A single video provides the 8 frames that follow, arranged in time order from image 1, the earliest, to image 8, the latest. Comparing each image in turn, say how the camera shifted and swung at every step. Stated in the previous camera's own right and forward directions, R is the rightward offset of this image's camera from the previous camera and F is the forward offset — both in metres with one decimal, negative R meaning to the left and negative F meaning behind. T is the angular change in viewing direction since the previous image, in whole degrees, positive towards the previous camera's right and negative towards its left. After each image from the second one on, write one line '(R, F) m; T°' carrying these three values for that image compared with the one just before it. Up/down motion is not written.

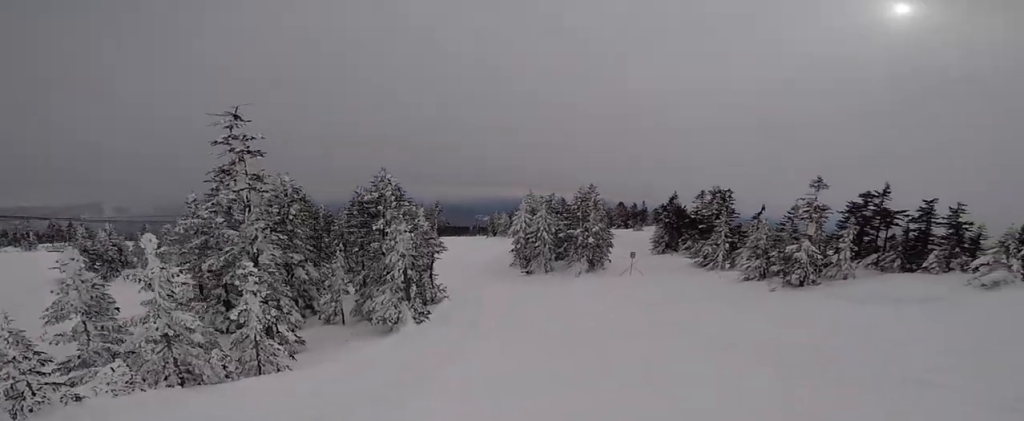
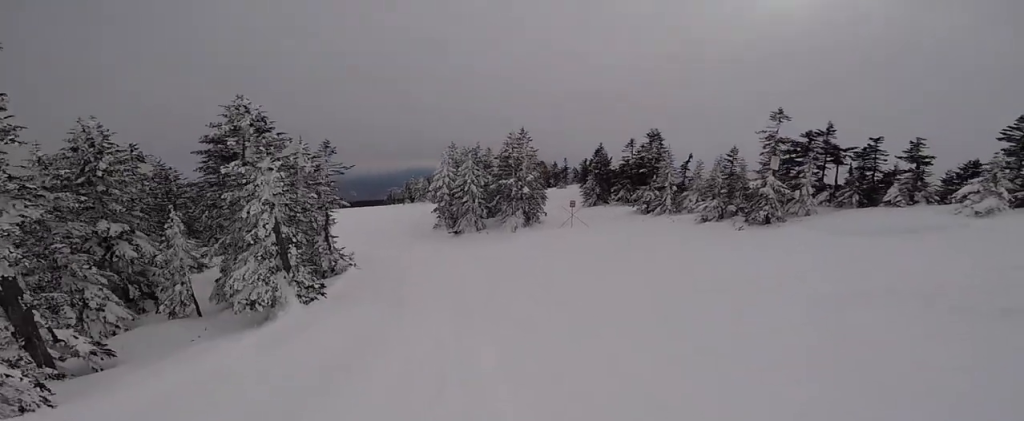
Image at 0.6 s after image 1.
(+0.2, +5.1) m; -3°
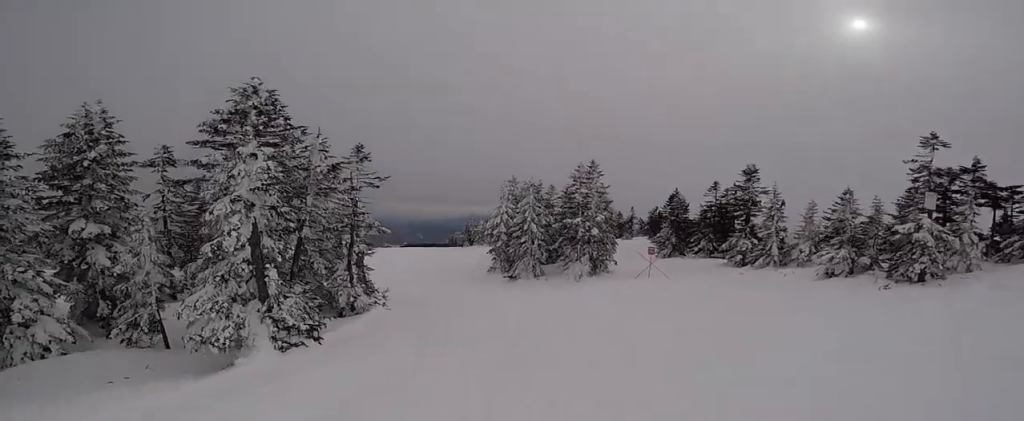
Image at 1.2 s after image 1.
(+0.4, +4.2) m; -3°
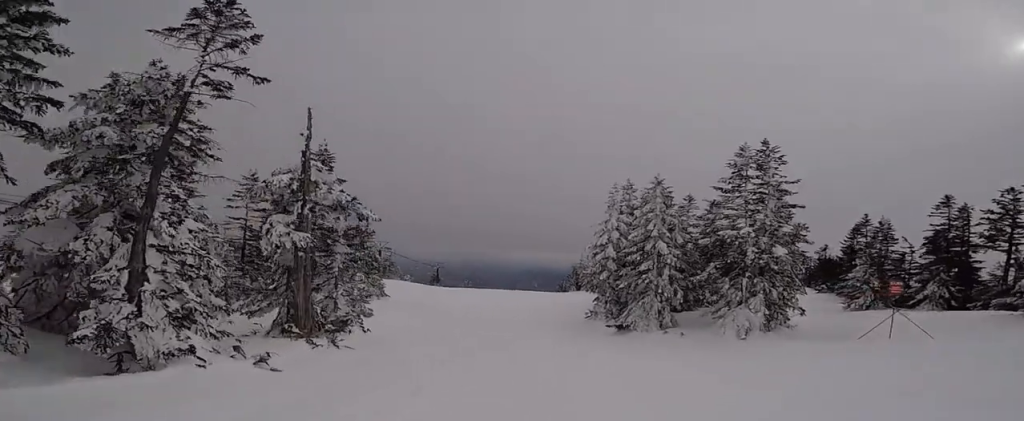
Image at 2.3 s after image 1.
(-1.4, +9.6) m; -11°
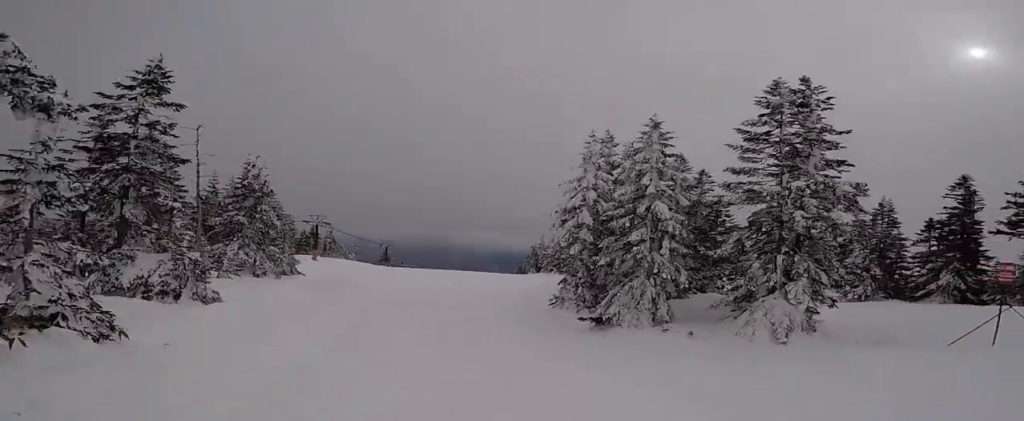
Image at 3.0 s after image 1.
(+0.1, +5.6) m; -7°
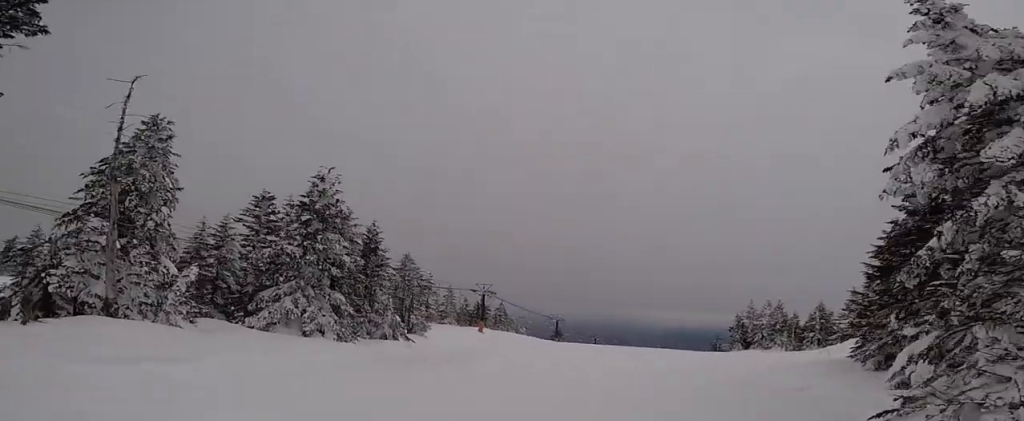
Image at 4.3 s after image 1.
(-1.7, +10.1) m; -10°
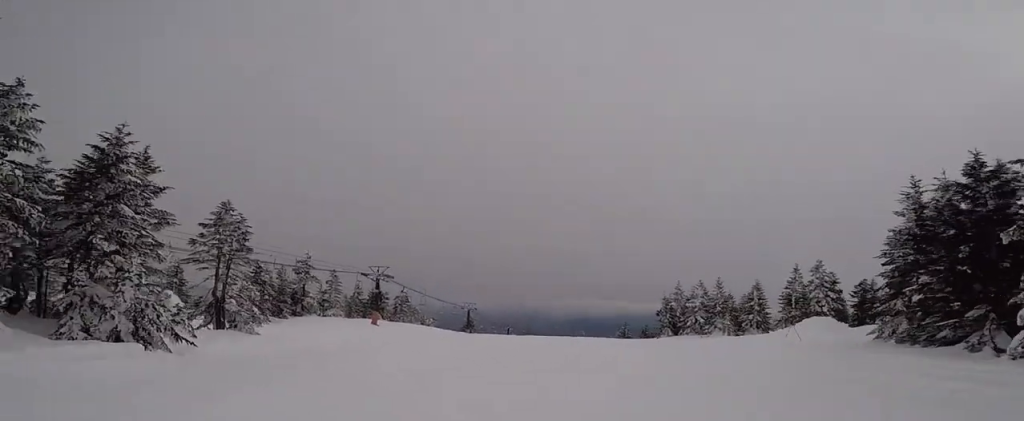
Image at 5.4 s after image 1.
(+0.6, +8.2) m; +12°
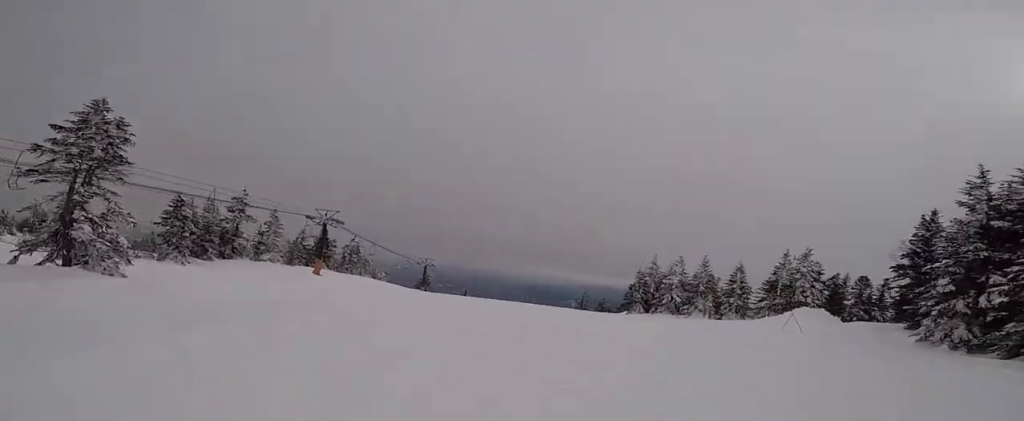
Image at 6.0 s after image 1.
(+1.0, +4.0) m; +1°
